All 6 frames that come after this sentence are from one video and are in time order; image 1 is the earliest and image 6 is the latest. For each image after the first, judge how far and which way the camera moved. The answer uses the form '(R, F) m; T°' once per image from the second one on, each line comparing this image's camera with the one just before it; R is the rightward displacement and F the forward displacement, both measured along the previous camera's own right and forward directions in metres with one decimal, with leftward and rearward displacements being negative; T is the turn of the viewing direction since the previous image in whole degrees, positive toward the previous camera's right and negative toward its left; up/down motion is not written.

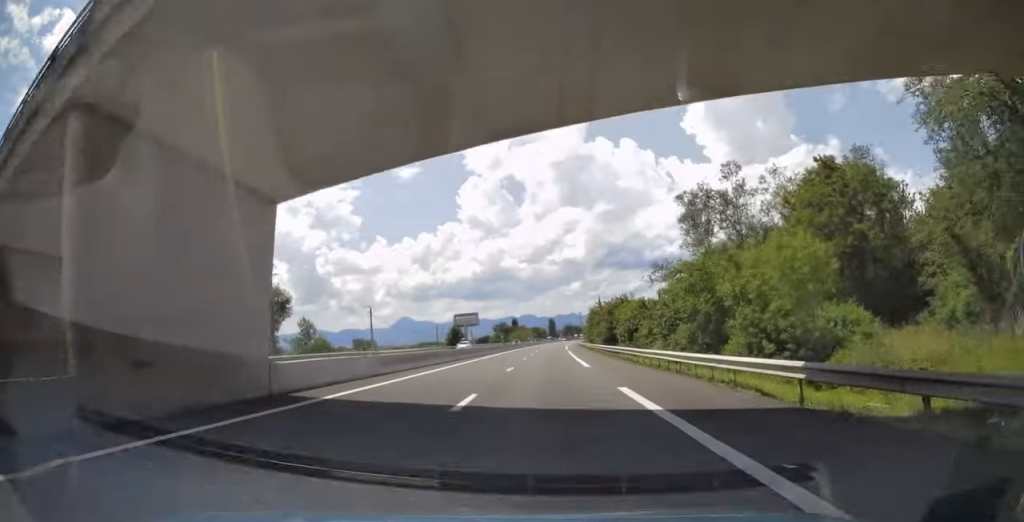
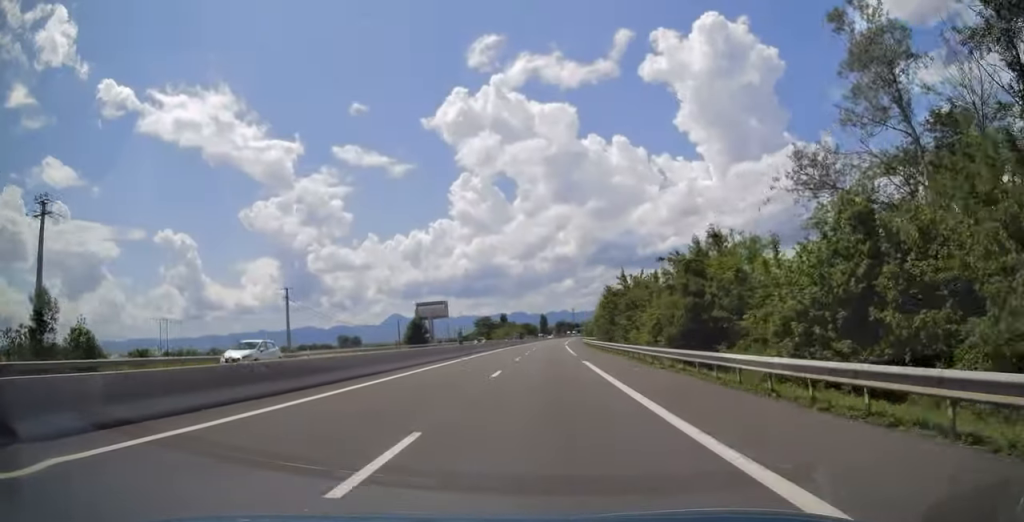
(+0.3, +36.4) m; +1°
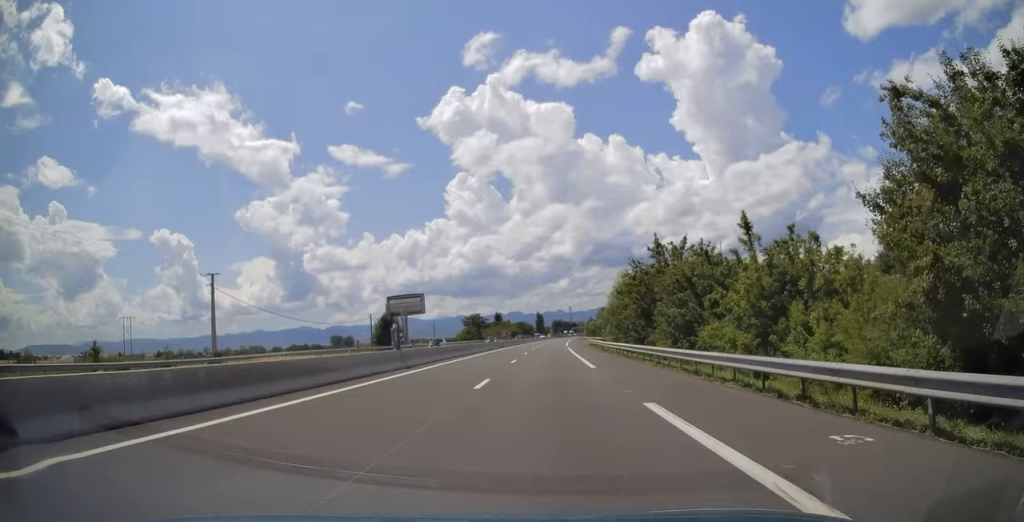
(+0.1, +19.3) m; +1°
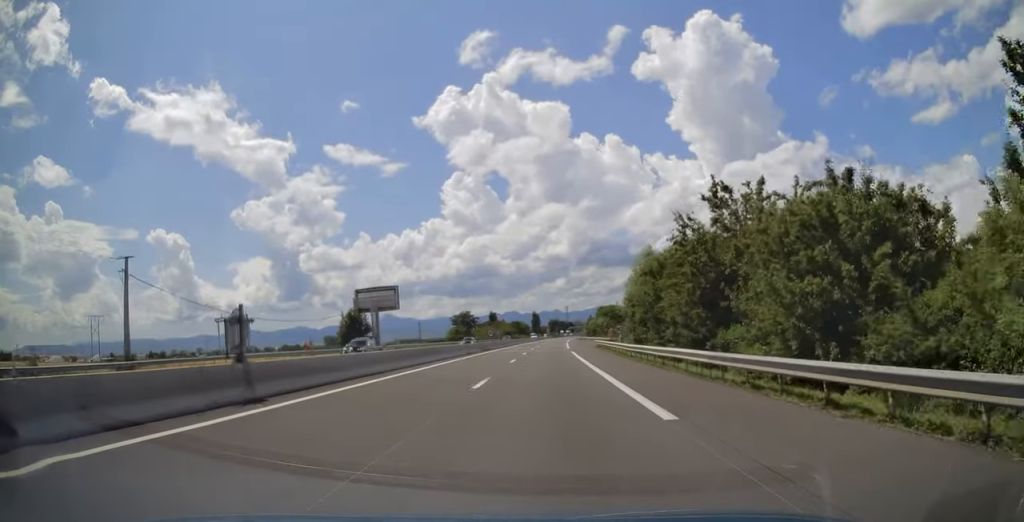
(+0.2, +14.9) m; 0°
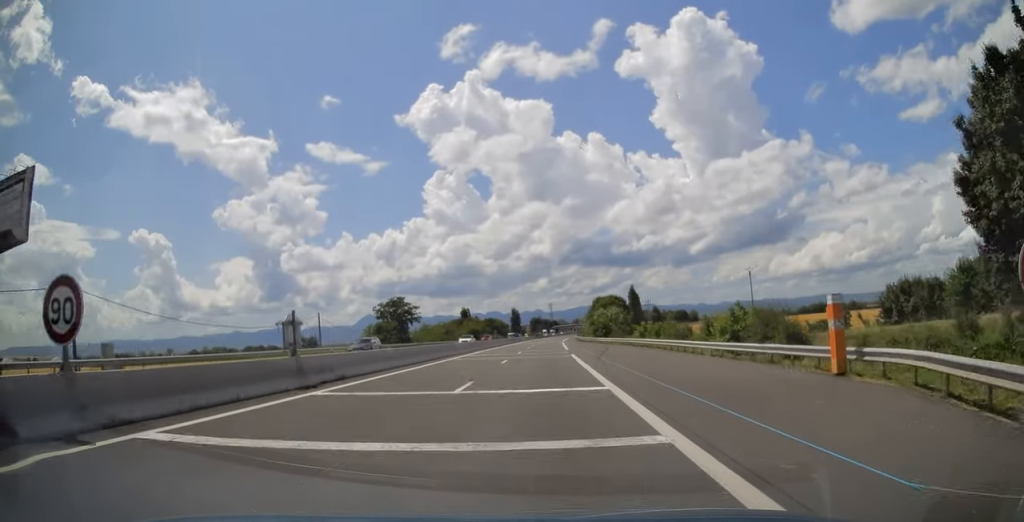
(+0.3, +61.9) m; +1°
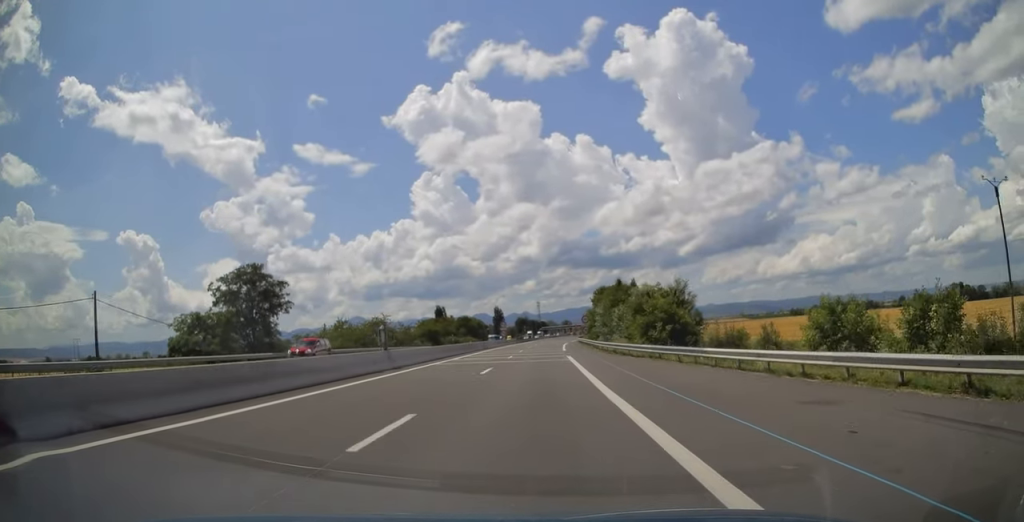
(+1.0, +52.1) m; +1°
